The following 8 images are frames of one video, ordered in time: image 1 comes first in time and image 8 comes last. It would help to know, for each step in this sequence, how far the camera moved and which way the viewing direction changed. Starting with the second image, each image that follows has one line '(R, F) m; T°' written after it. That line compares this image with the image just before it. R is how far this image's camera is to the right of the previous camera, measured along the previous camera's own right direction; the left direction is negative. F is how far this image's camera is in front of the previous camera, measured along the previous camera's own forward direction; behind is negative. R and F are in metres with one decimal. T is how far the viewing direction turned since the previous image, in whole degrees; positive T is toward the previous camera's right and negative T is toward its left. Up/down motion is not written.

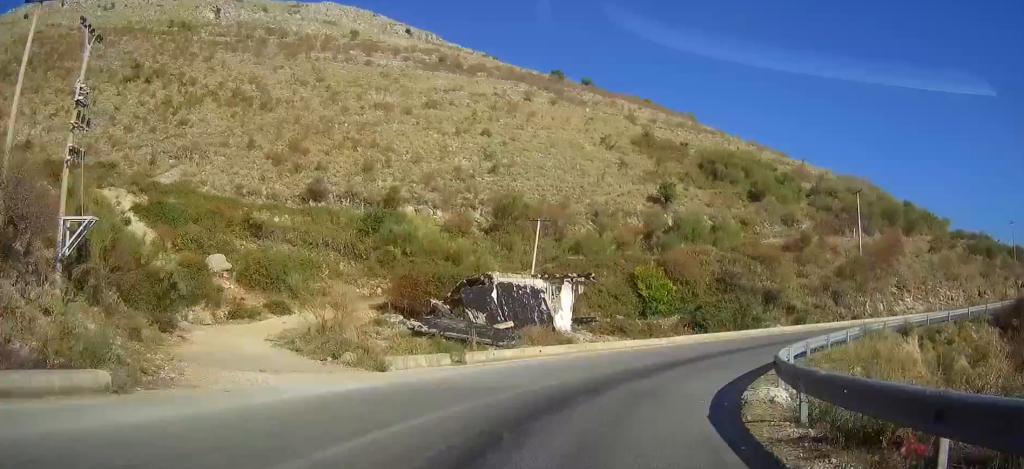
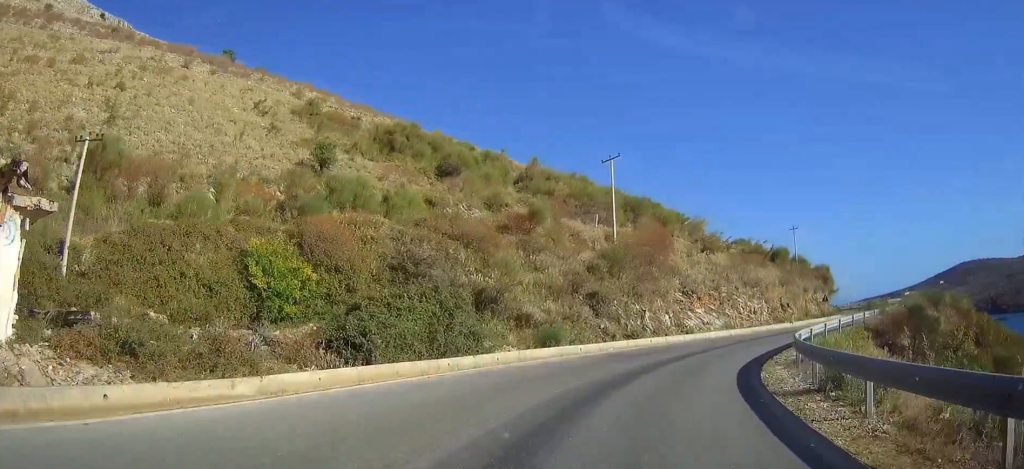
(0.0, +20.4) m; +7°
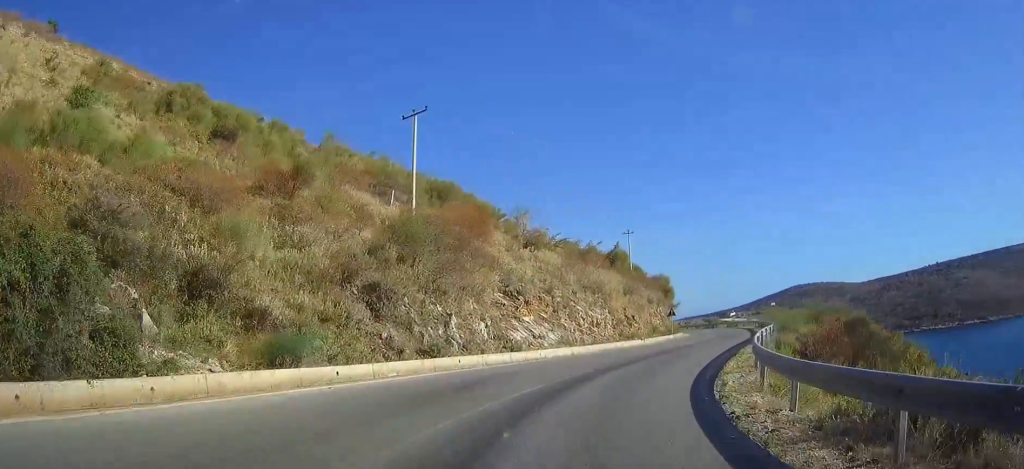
(+1.1, +10.1) m; +19°
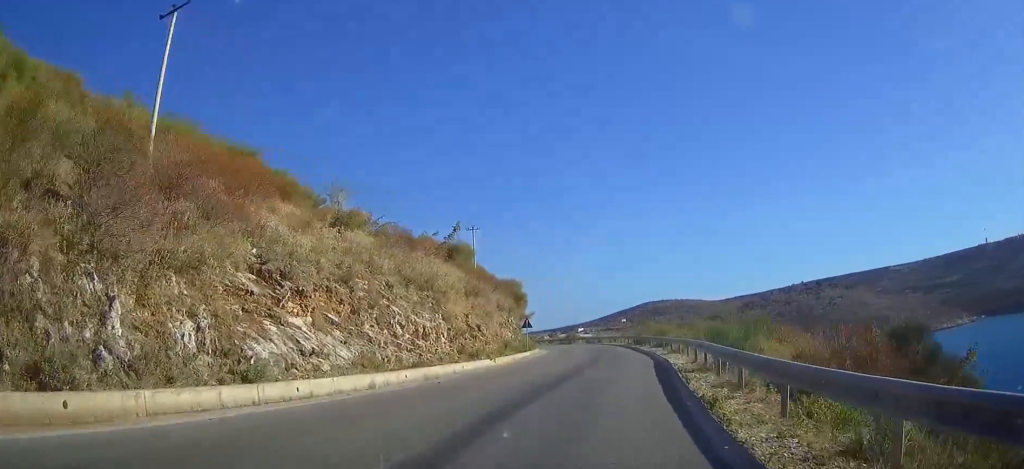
(+2.7, +11.6) m; +21°
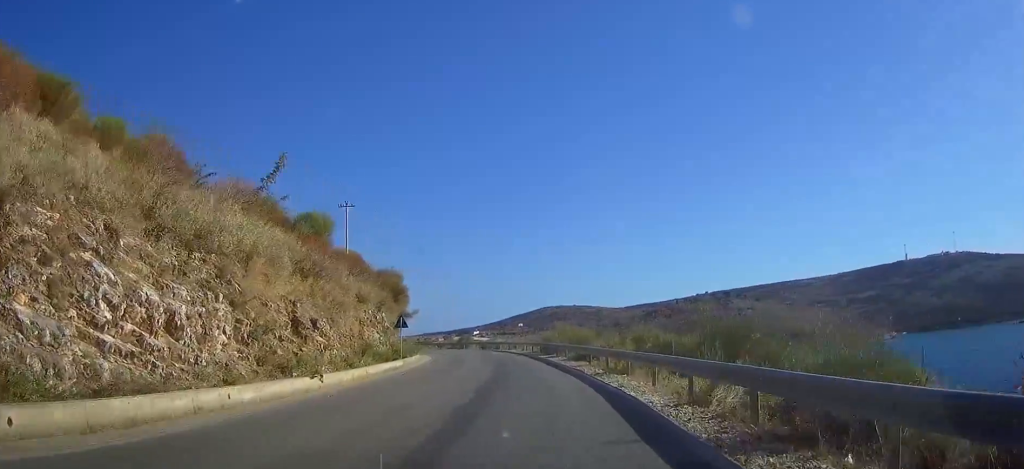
(+1.7, +12.4) m; +11°
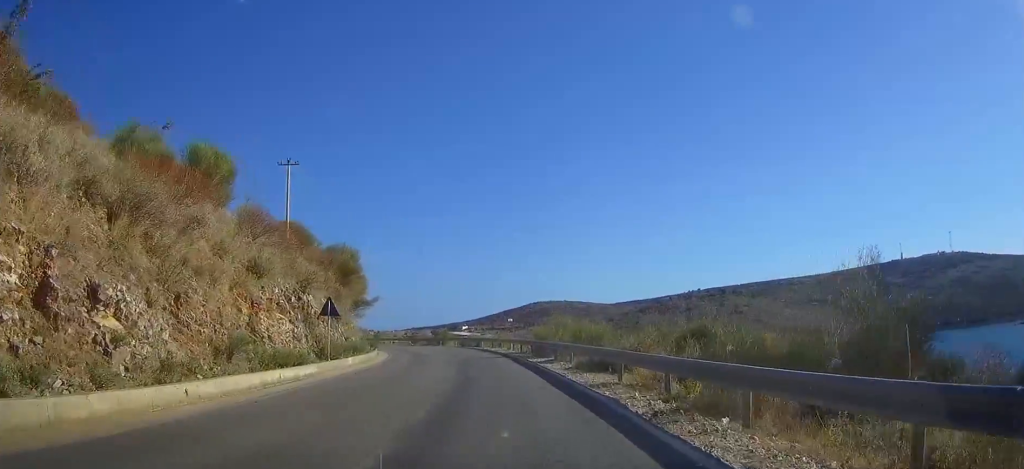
(+0.7, +12.1) m; +3°
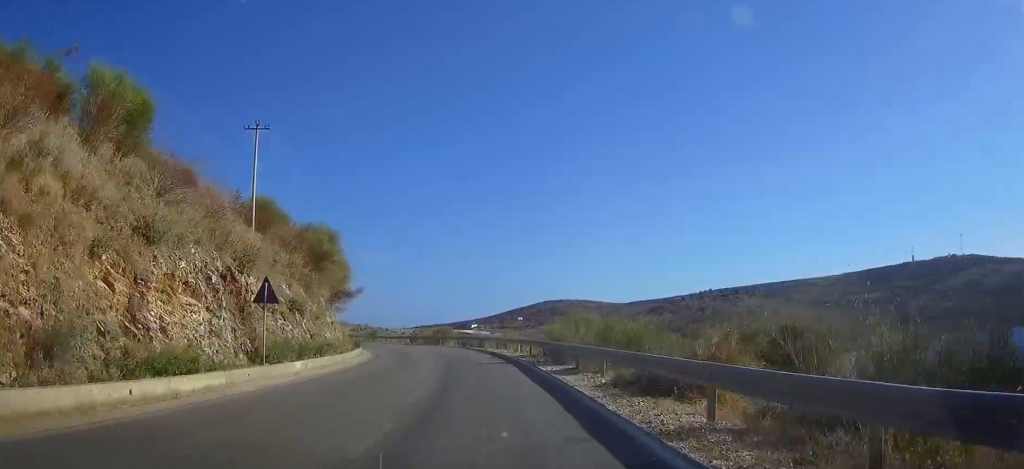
(+0.2, +7.6) m; -1°
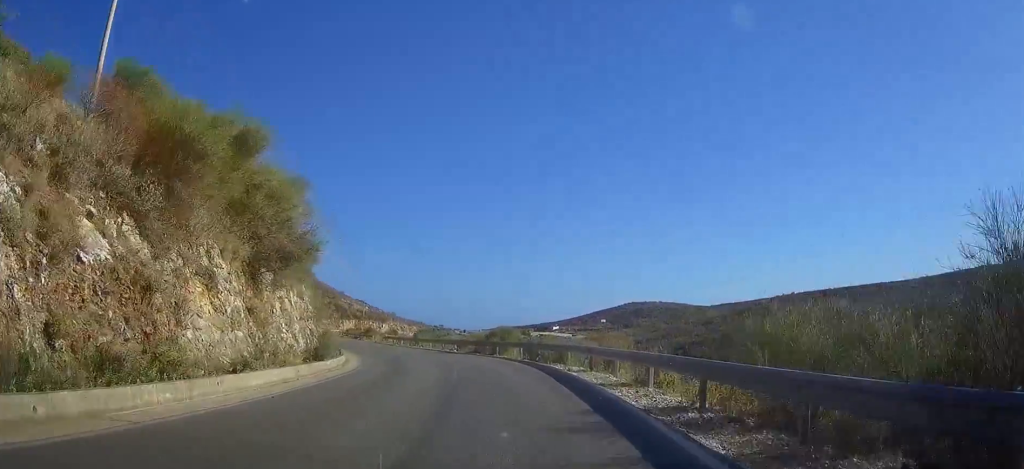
(-0.5, +21.0) m; -6°
